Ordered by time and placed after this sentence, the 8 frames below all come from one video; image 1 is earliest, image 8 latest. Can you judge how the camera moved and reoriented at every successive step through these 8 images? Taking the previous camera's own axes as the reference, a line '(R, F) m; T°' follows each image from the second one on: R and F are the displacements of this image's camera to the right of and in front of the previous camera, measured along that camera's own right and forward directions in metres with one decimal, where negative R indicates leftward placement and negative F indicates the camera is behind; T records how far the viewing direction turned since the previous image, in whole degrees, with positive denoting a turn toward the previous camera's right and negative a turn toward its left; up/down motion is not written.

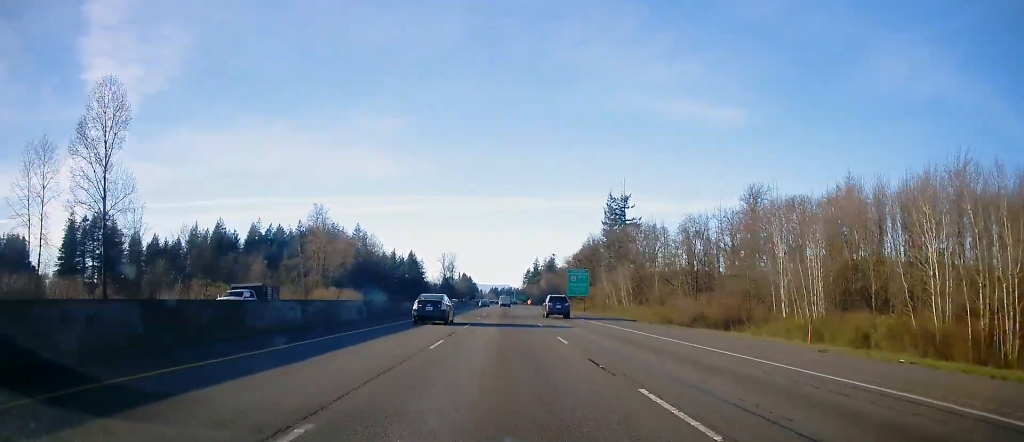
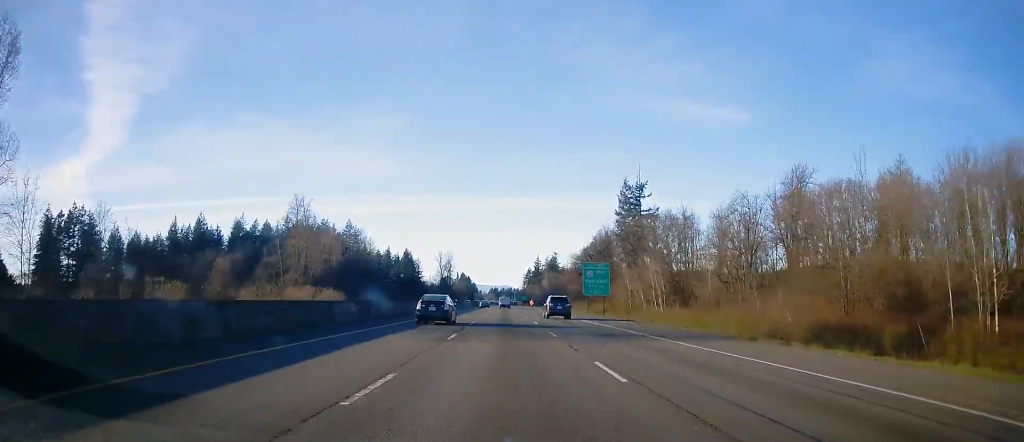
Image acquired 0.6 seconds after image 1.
(-0.3, +19.9) m; 0°
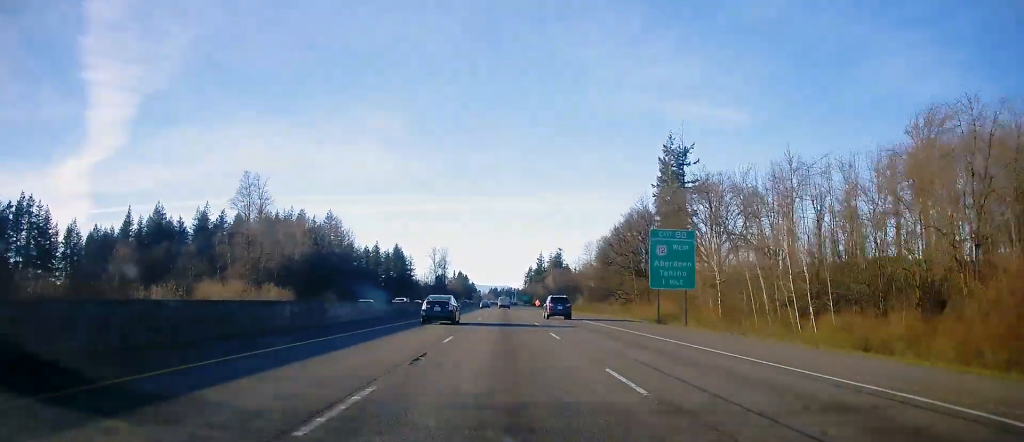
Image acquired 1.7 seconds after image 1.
(+0.1, +37.6) m; 0°
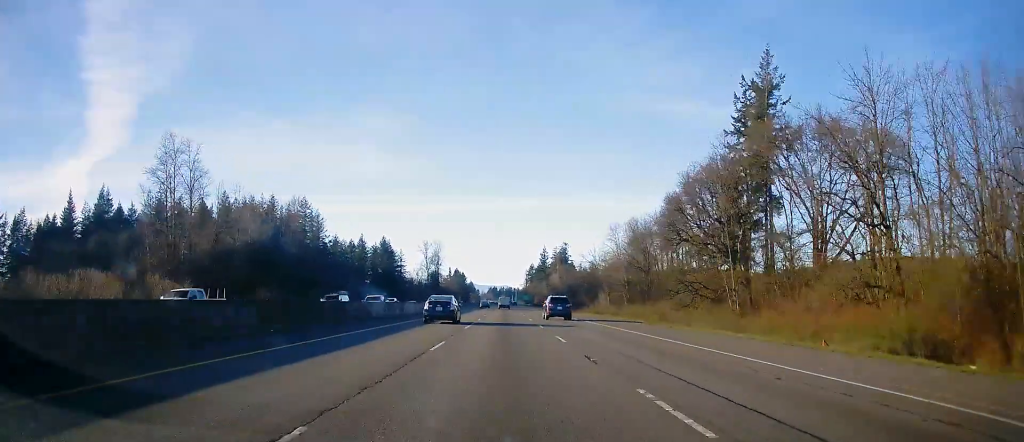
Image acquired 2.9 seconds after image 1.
(-0.1, +38.9) m; 0°
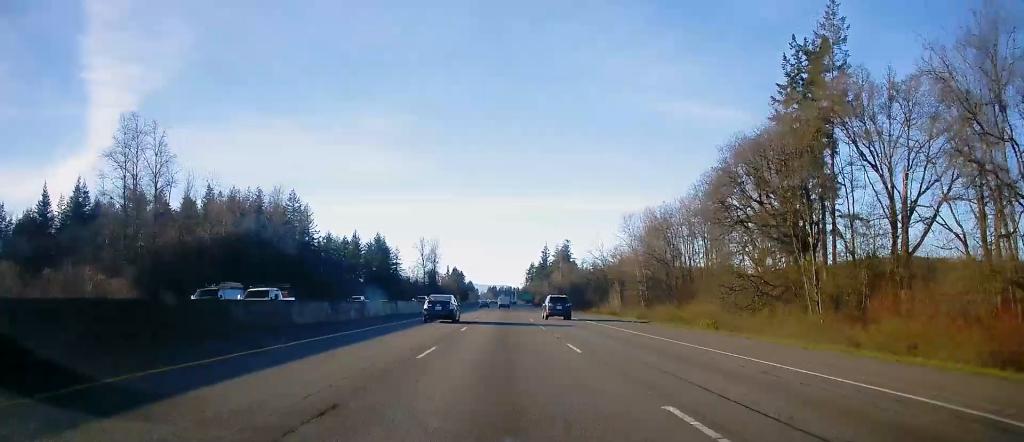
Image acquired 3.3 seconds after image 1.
(-0.1, +14.4) m; 0°
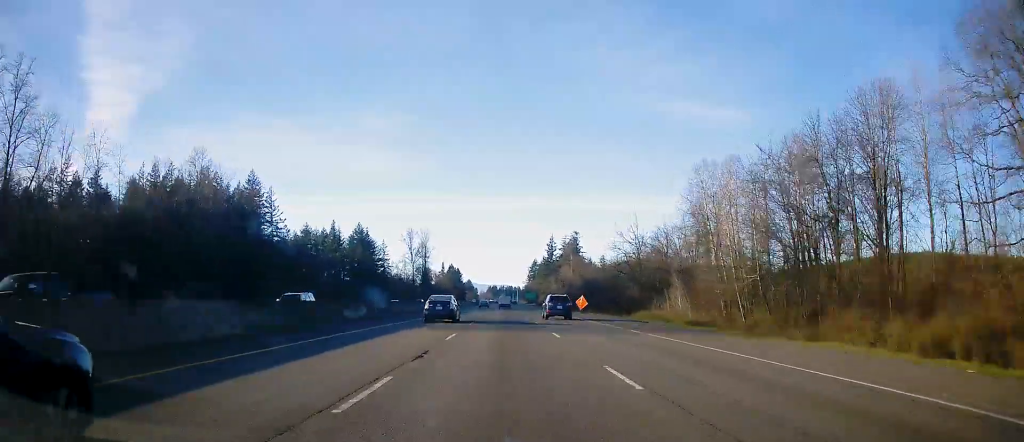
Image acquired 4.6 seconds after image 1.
(+0.4, +42.2) m; 0°
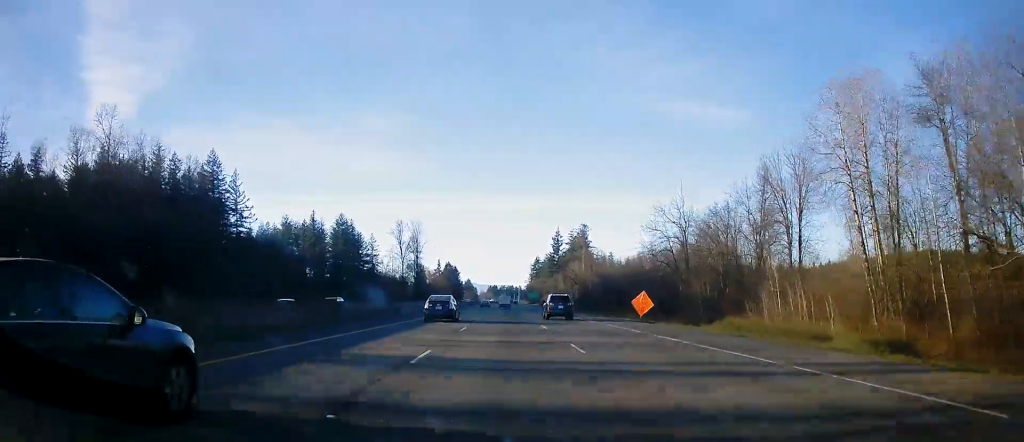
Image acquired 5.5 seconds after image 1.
(-0.4, +31.0) m; 0°
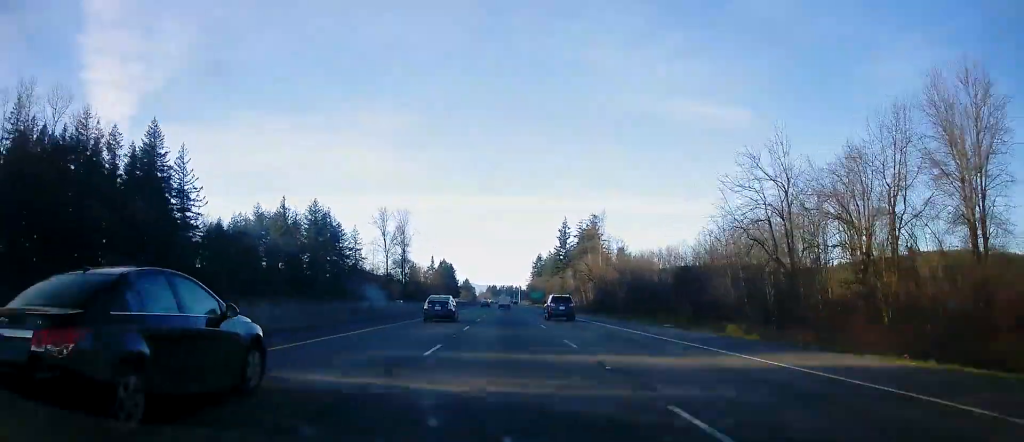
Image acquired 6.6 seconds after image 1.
(+0.1, +34.4) m; 0°
